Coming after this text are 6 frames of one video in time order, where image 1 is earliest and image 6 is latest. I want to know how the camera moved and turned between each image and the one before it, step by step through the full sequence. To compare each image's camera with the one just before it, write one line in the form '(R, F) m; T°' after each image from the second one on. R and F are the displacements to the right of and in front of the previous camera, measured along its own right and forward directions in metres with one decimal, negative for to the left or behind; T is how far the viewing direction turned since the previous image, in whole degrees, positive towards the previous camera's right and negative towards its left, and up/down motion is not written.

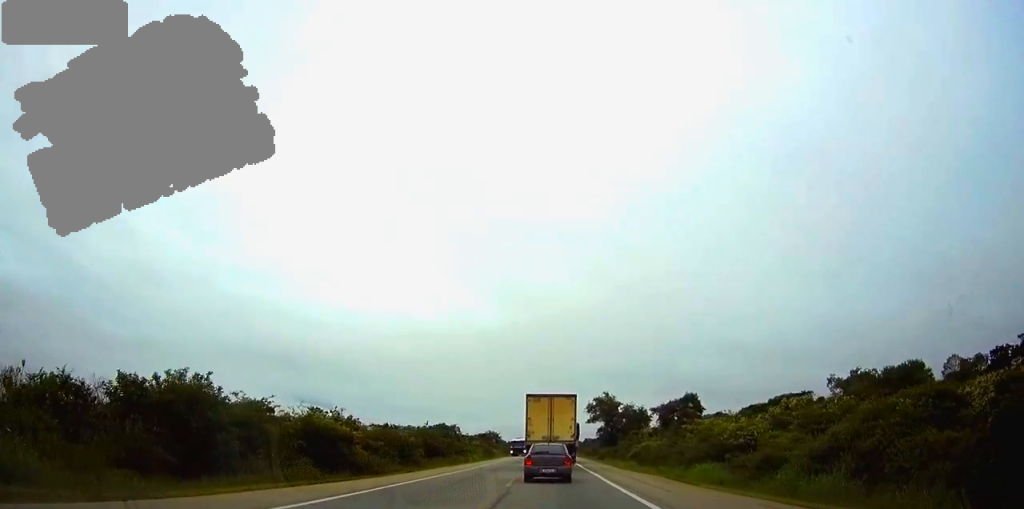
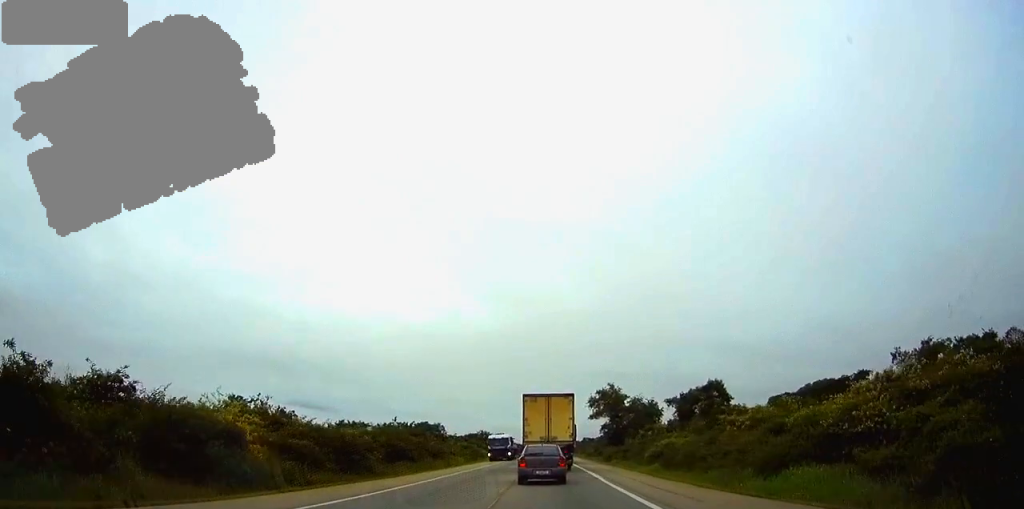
(+0.1, +18.0) m; 0°
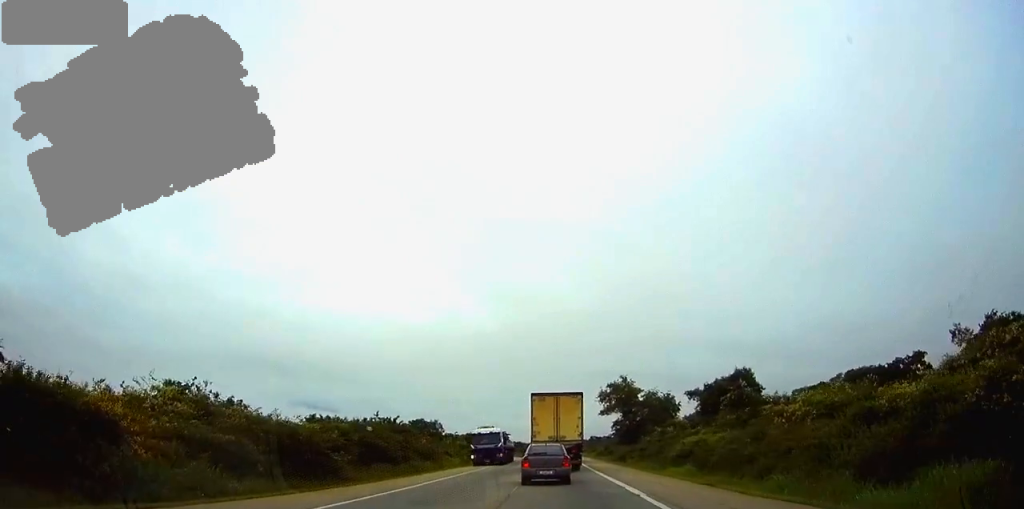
(0.0, +10.9) m; 0°
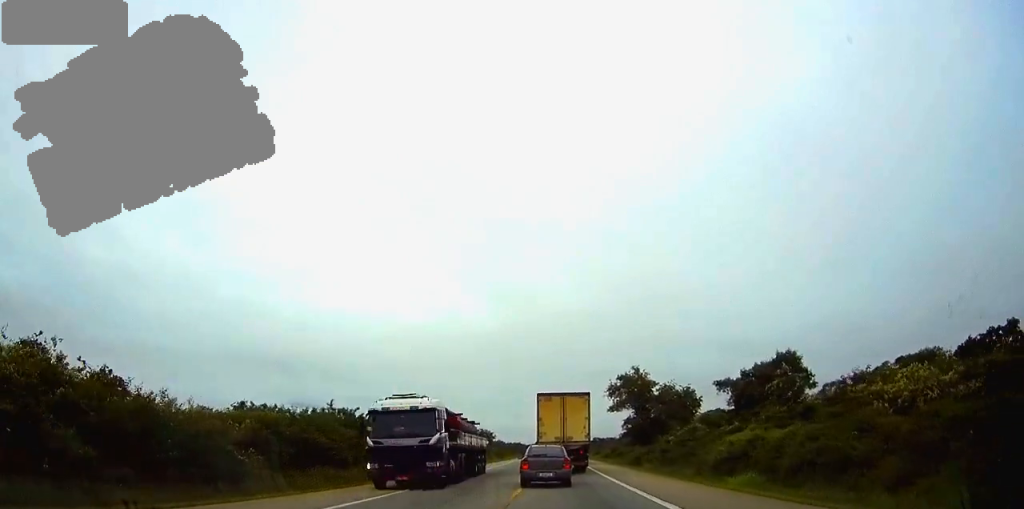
(0.0, +15.1) m; 0°
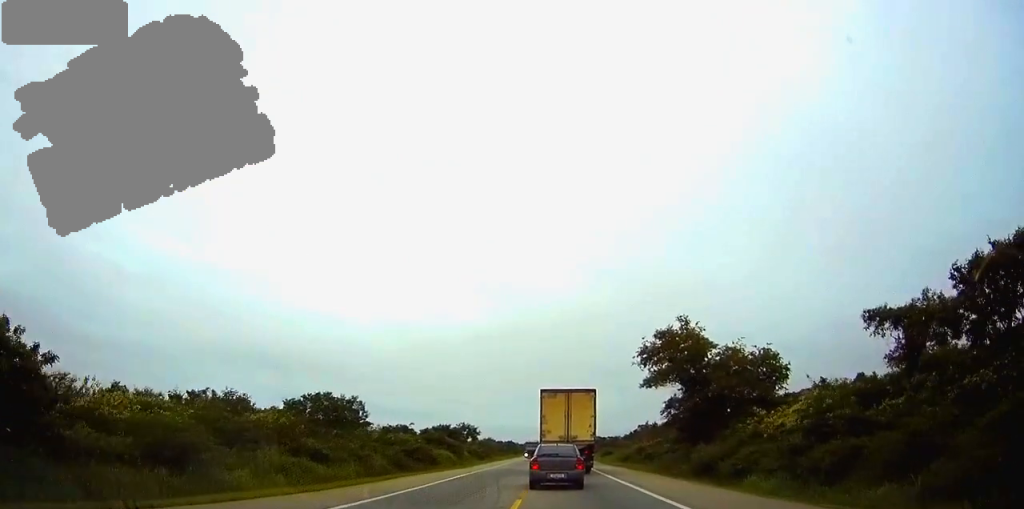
(0.0, +37.5) m; +1°
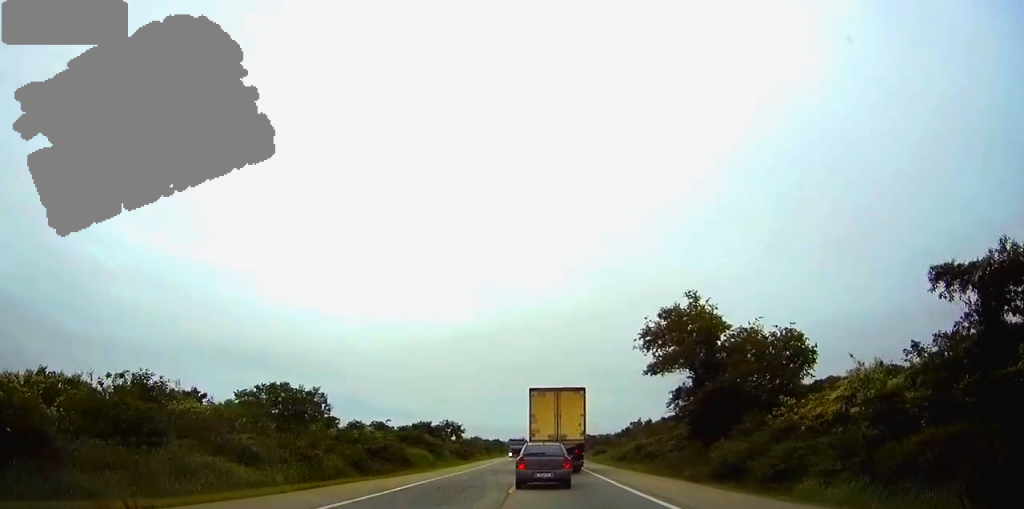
(+0.1, +9.1) m; 0°
